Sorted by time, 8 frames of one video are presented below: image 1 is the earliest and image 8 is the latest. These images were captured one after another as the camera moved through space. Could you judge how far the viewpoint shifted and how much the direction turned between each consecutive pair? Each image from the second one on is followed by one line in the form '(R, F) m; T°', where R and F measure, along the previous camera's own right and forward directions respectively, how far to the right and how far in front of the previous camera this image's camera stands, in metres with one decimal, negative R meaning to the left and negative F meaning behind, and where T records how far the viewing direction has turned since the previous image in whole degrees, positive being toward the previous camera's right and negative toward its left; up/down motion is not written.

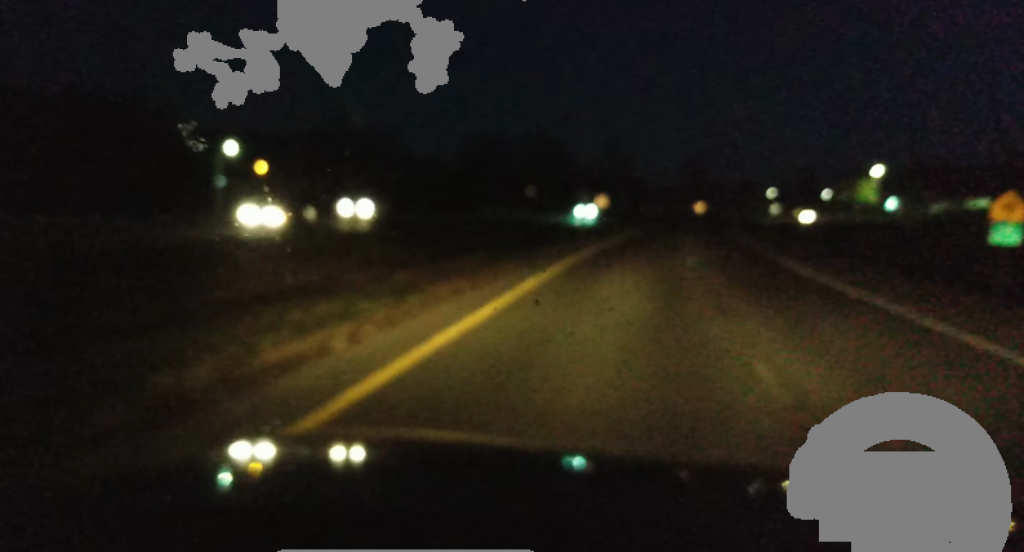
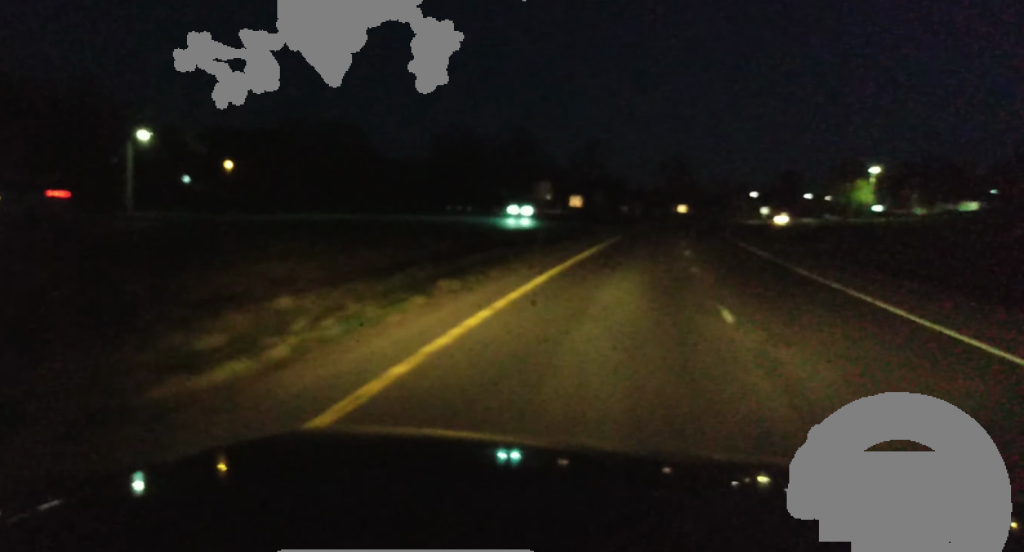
(-0.3, +16.6) m; 0°
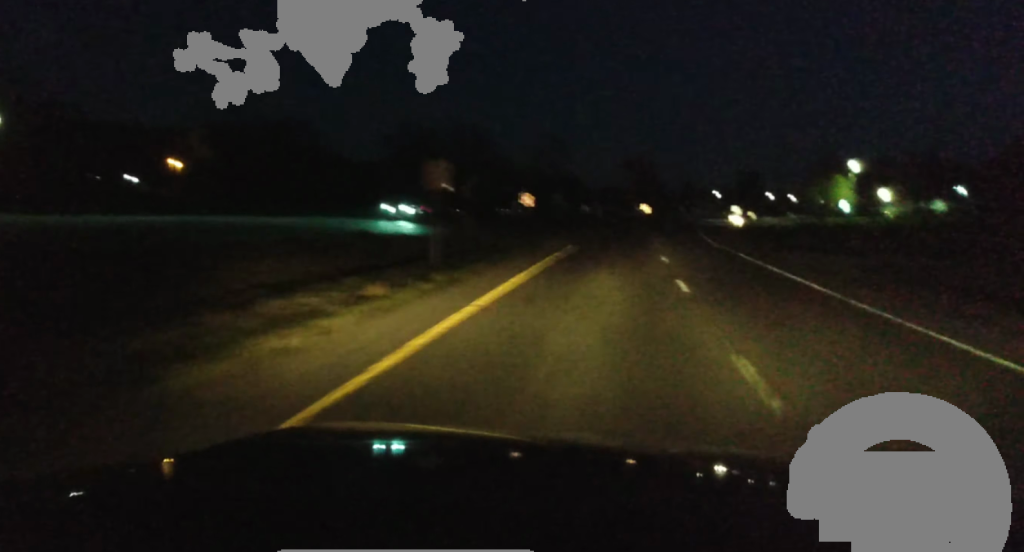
(+0.3, +18.4) m; +2°
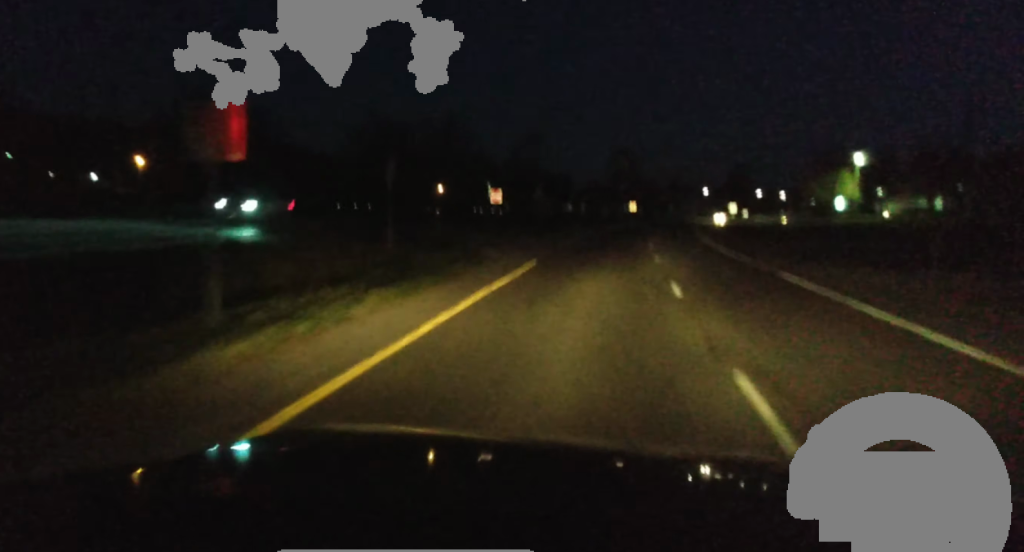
(+0.3, +13.7) m; +2°
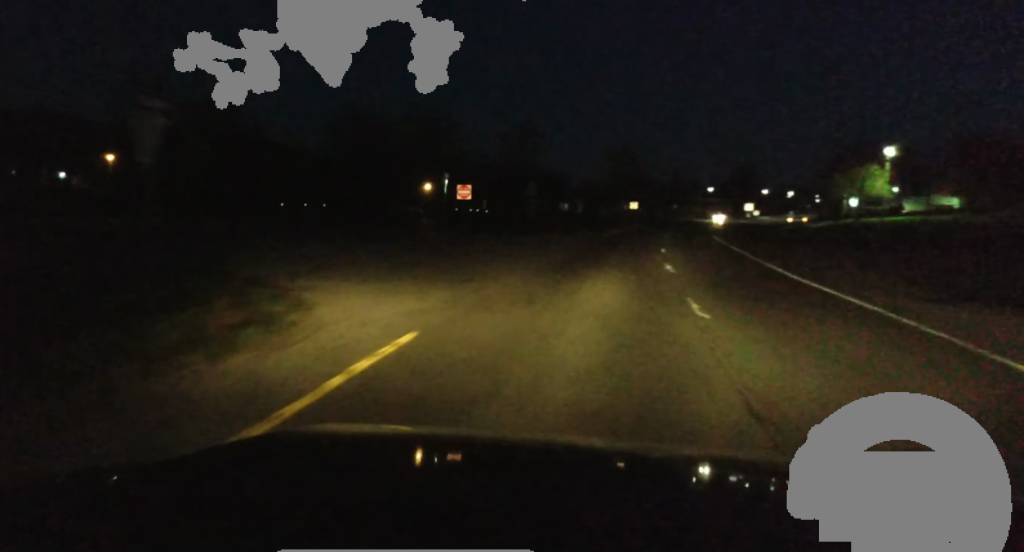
(+0.3, +16.3) m; +1°
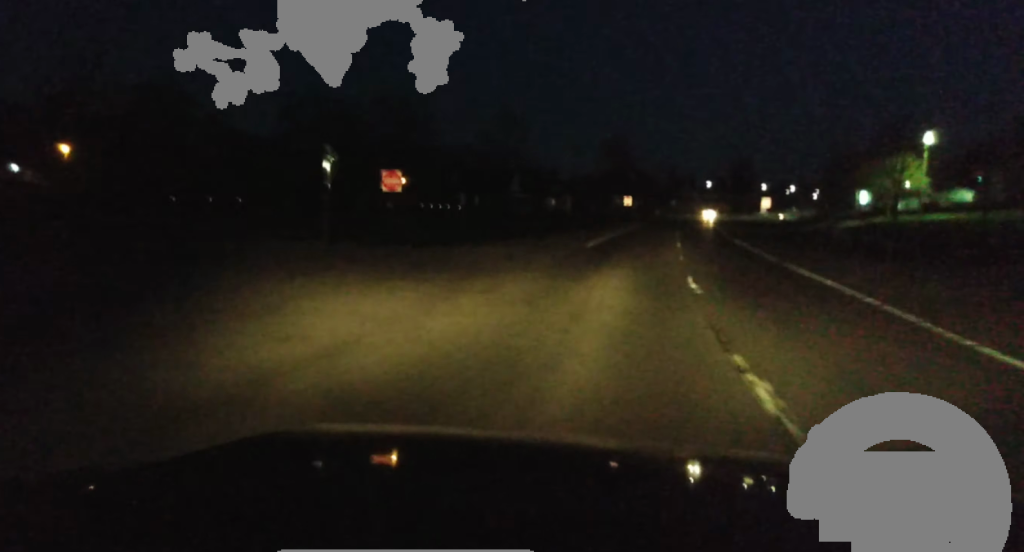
(+0.2, +18.8) m; +1°
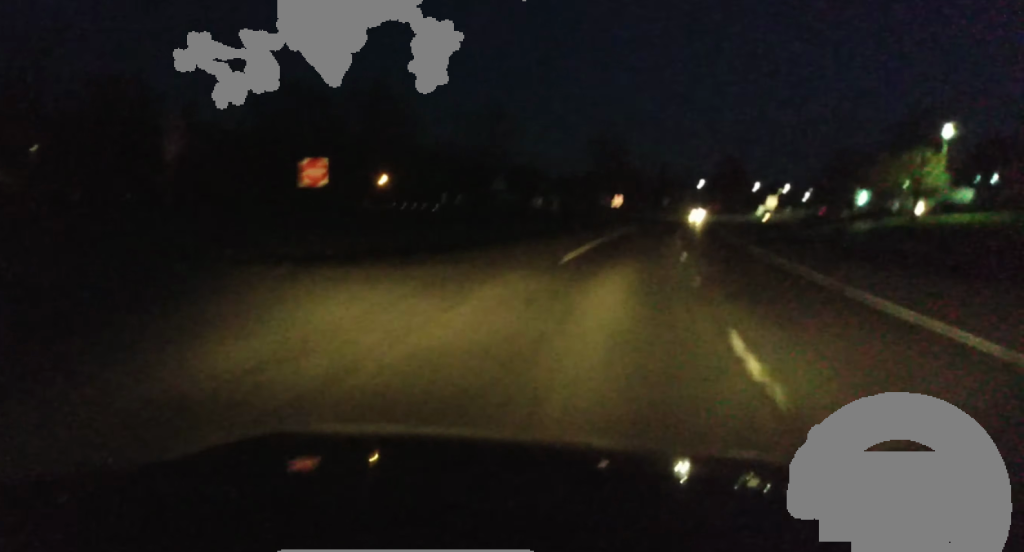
(0.0, +10.3) m; 0°
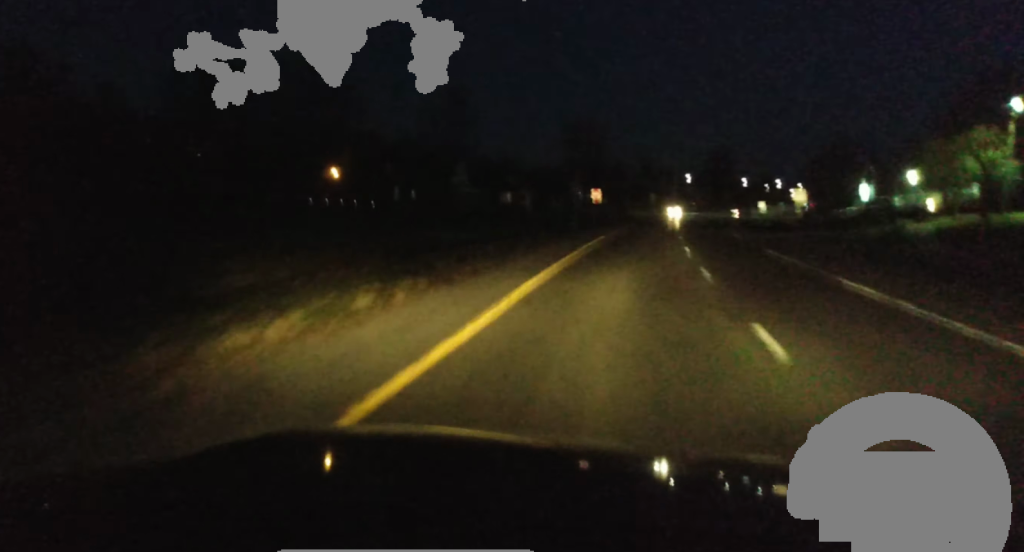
(-0.4, +21.7) m; -1°
